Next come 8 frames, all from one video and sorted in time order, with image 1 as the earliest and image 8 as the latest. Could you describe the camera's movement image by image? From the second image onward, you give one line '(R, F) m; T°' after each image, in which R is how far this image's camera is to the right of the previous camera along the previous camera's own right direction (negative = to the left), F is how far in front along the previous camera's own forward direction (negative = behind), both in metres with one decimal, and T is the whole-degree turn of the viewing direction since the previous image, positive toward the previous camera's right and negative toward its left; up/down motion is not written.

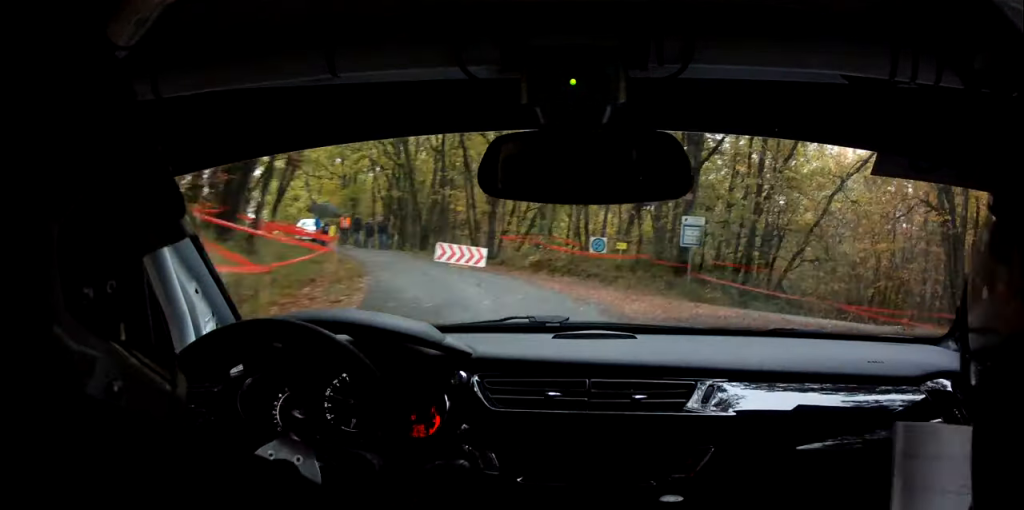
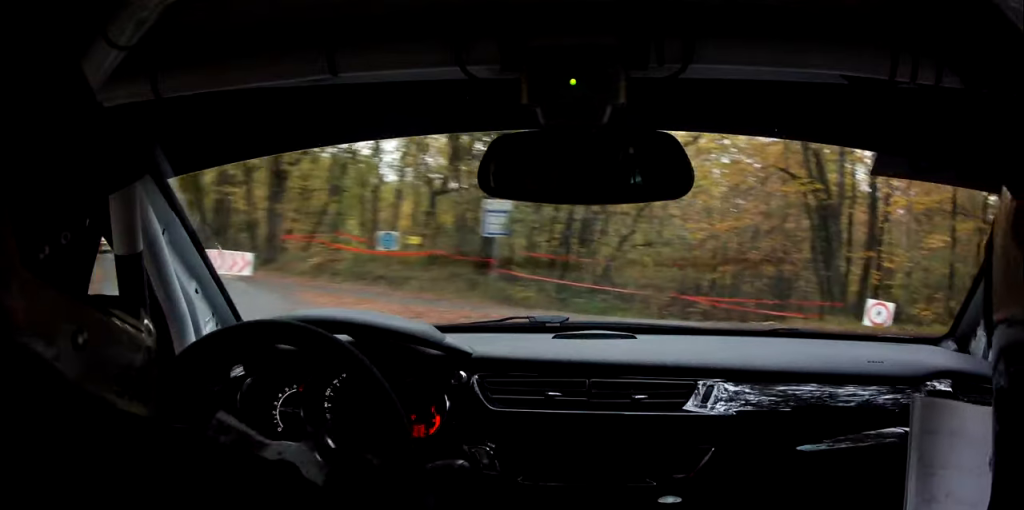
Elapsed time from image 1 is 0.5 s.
(+0.5, +3.0) m; +27°
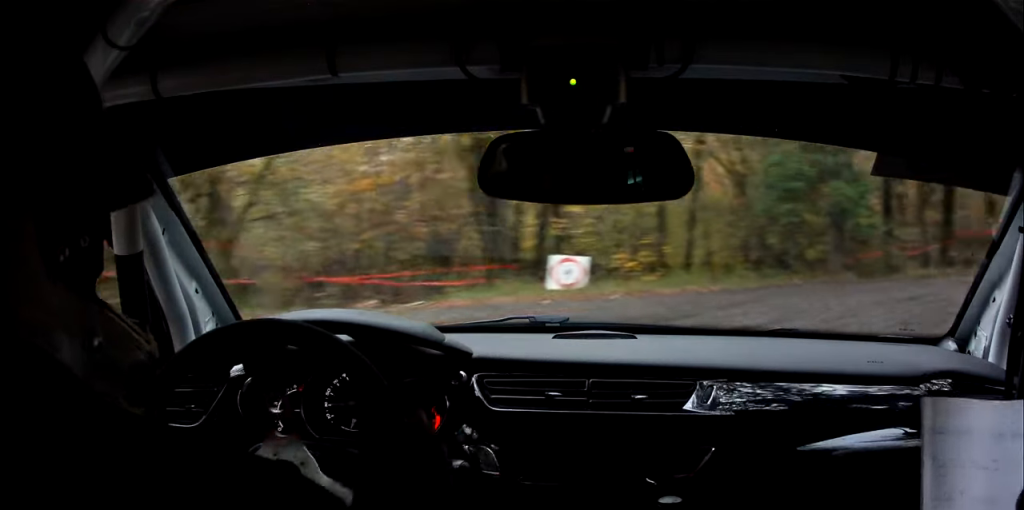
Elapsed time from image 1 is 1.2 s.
(+1.1, +3.1) m; +47°
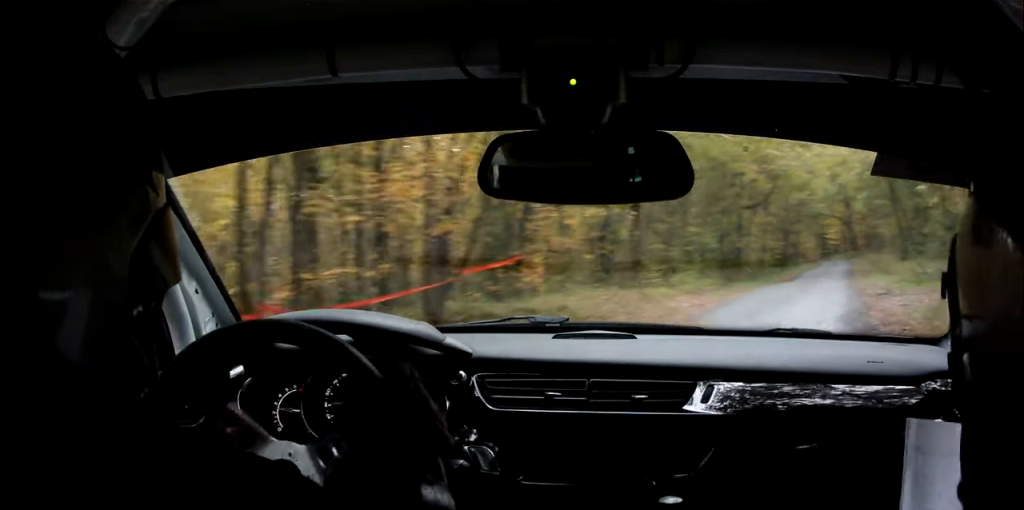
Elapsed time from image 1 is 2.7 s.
(+4.8, +11.8) m; +23°
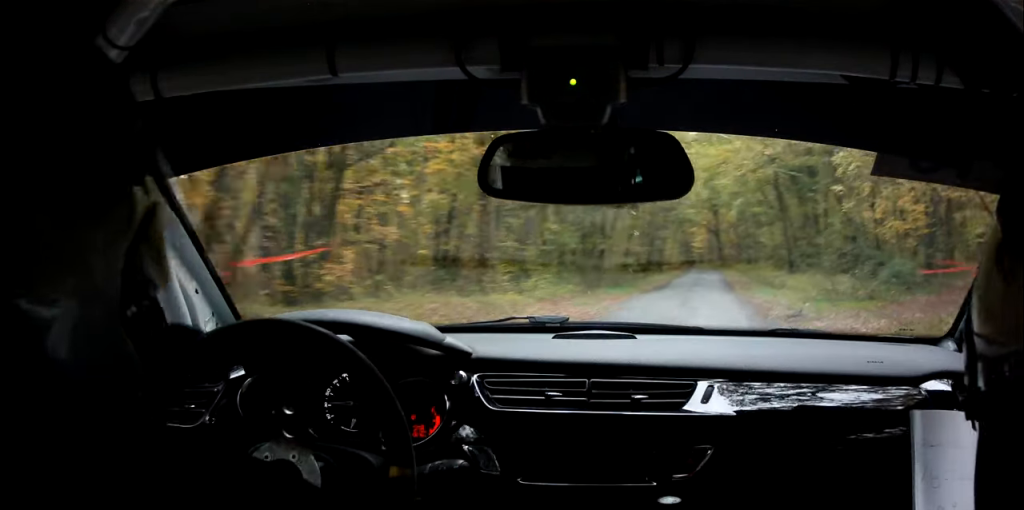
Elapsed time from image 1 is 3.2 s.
(0.0, +4.6) m; 0°
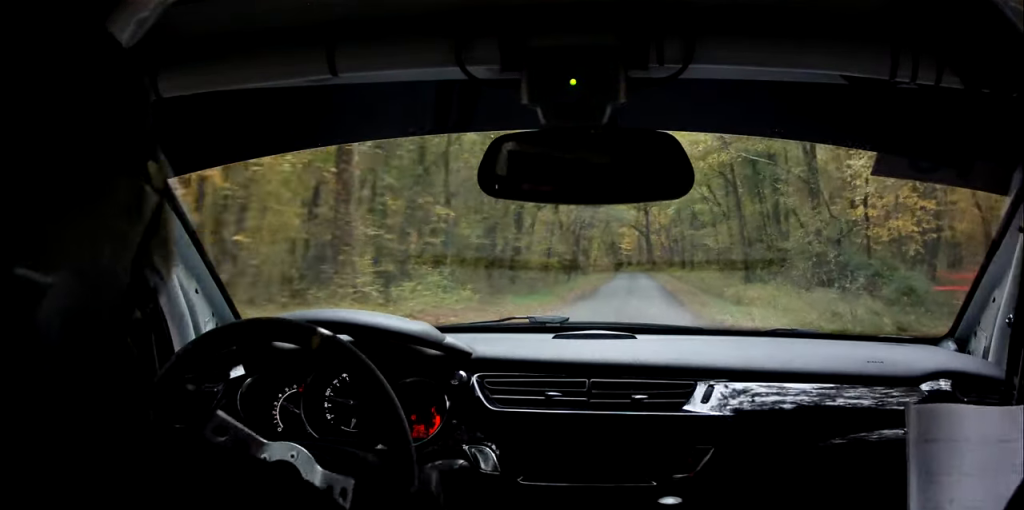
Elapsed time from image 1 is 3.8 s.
(0.0, +7.8) m; +1°
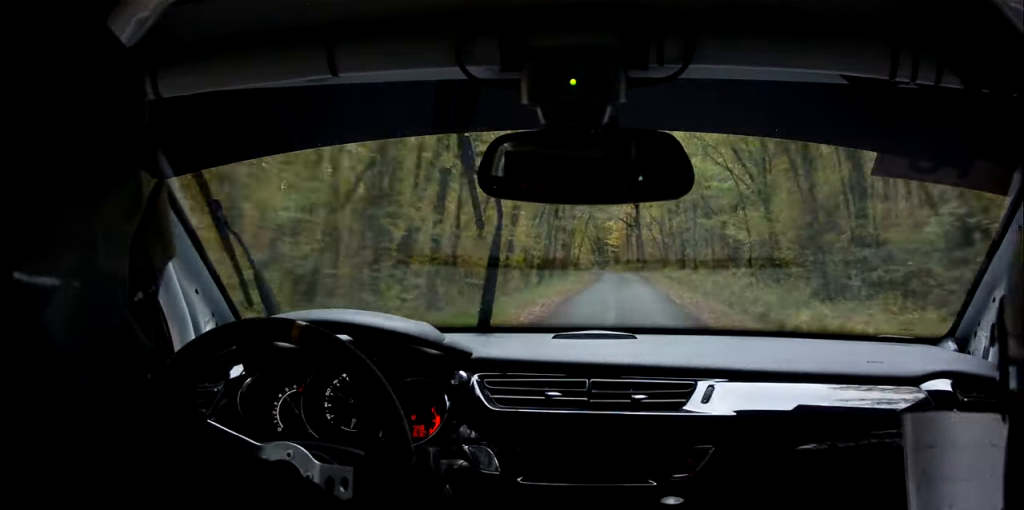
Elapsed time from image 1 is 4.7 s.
(+0.1, +13.8) m; +1°
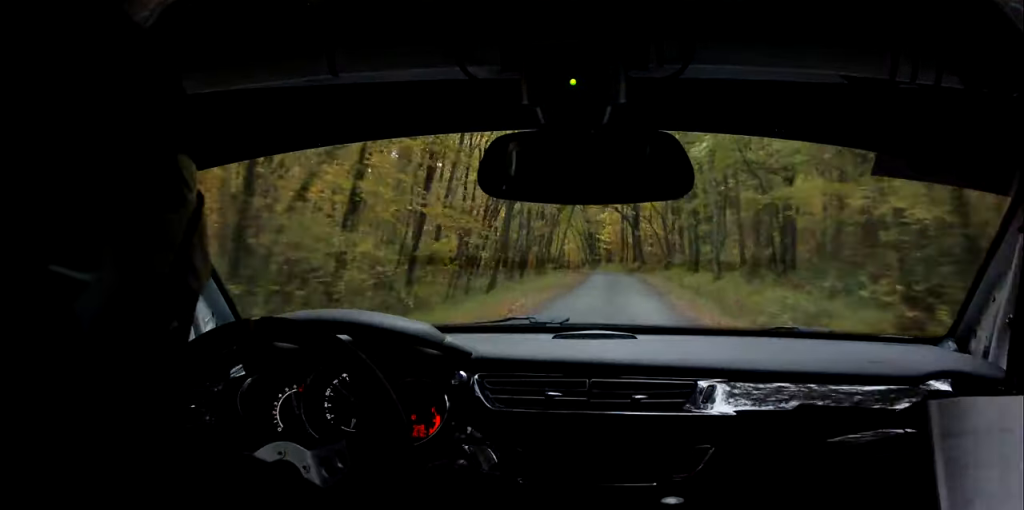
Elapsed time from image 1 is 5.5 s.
(+0.1, +16.7) m; 0°
